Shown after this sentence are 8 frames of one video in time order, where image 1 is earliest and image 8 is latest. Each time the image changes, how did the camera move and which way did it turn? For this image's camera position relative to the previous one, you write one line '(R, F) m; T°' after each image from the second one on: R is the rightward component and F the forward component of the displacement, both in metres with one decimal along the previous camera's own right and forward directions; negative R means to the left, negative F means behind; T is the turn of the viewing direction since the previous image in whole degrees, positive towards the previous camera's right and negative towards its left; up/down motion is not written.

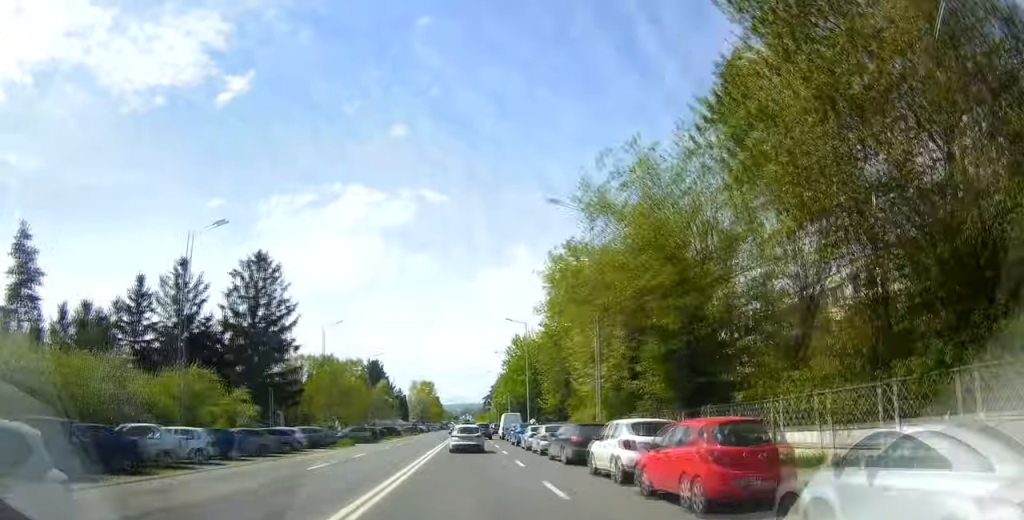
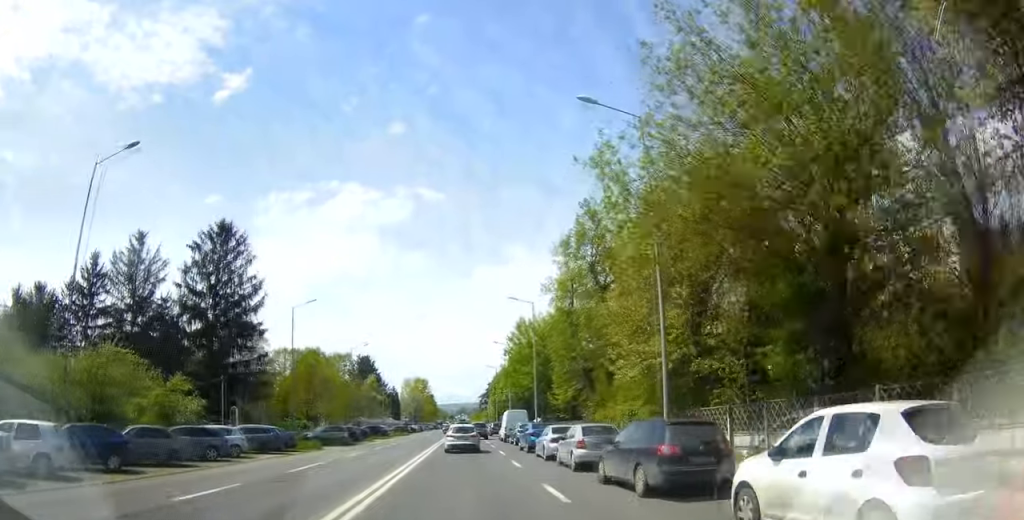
(0.0, +9.7) m; 0°
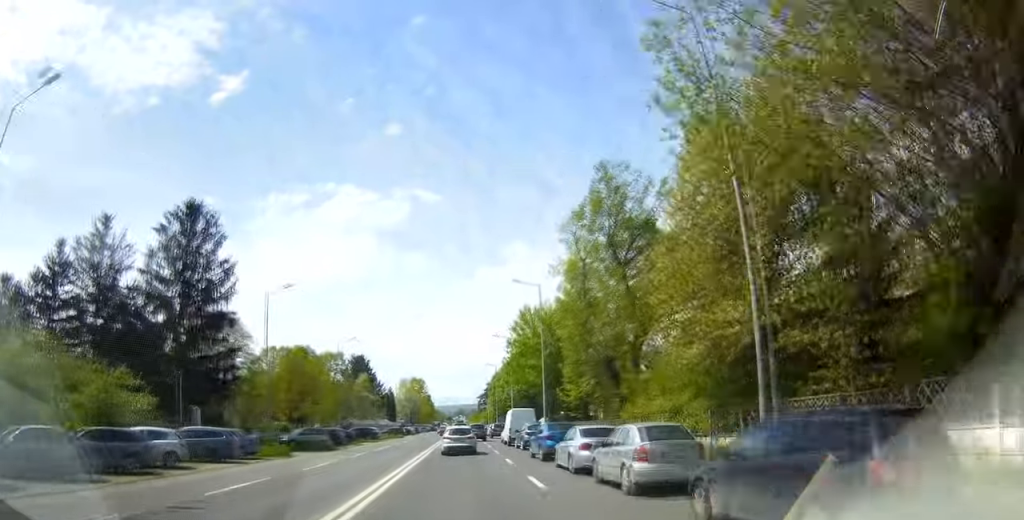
(0.0, +6.5) m; -1°
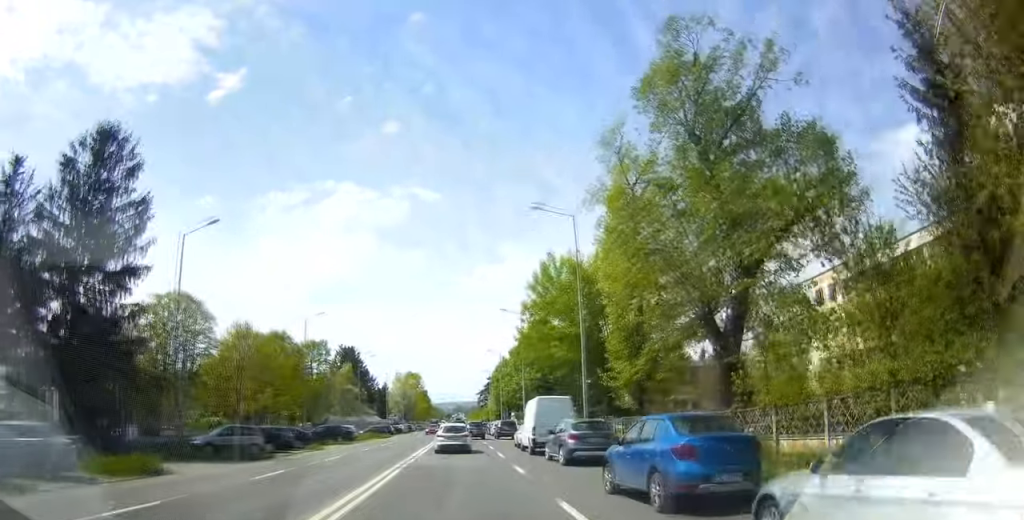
(-0.2, +14.5) m; -1°
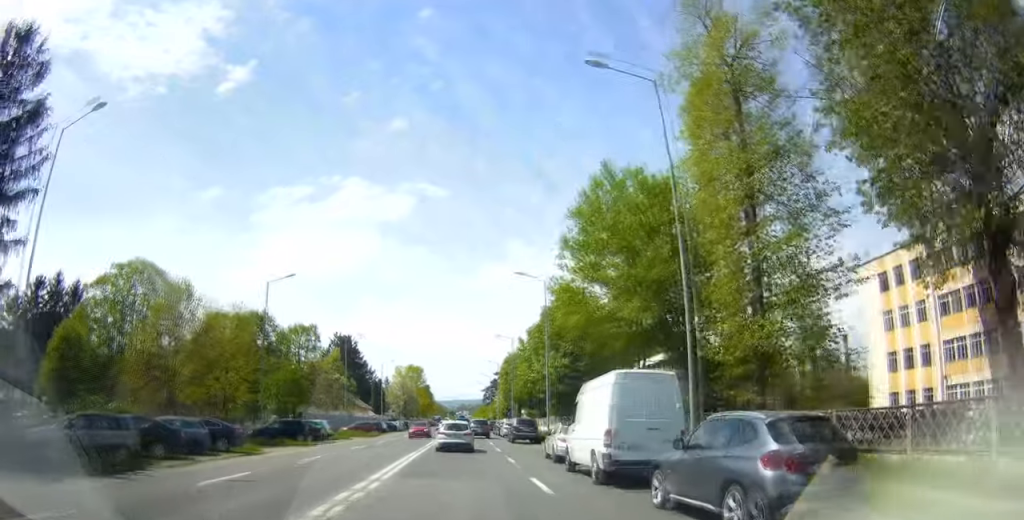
(+0.1, +12.8) m; +1°
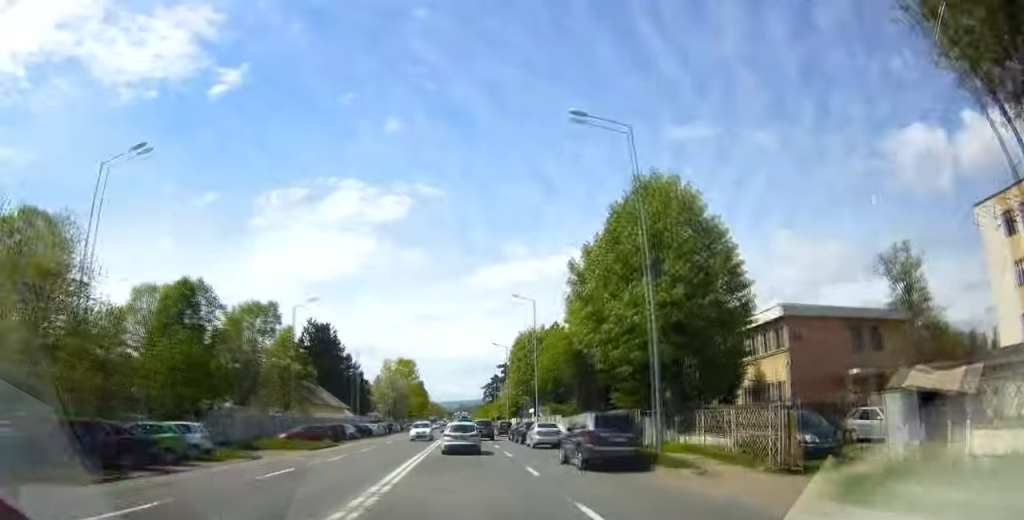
(+0.1, +22.8) m; -1°
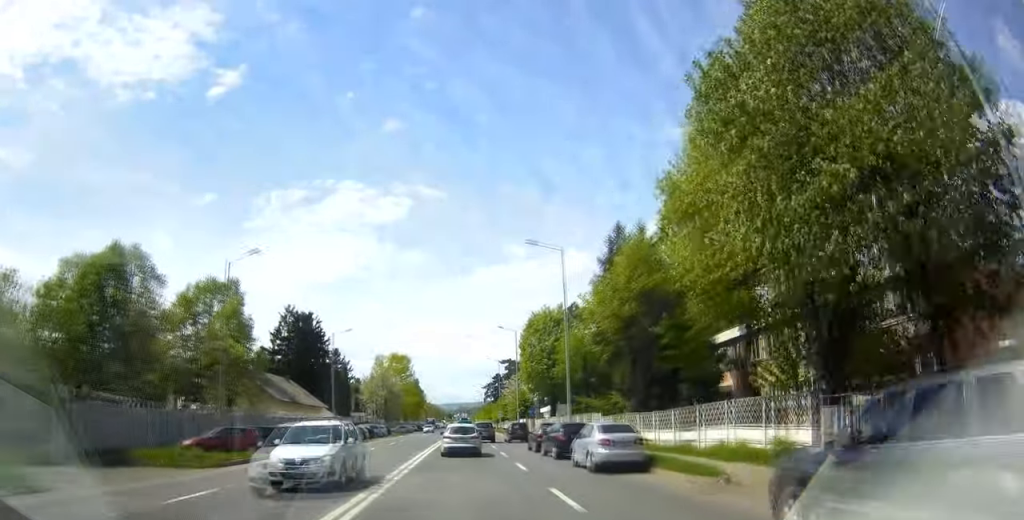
(-0.3, +15.3) m; 0°
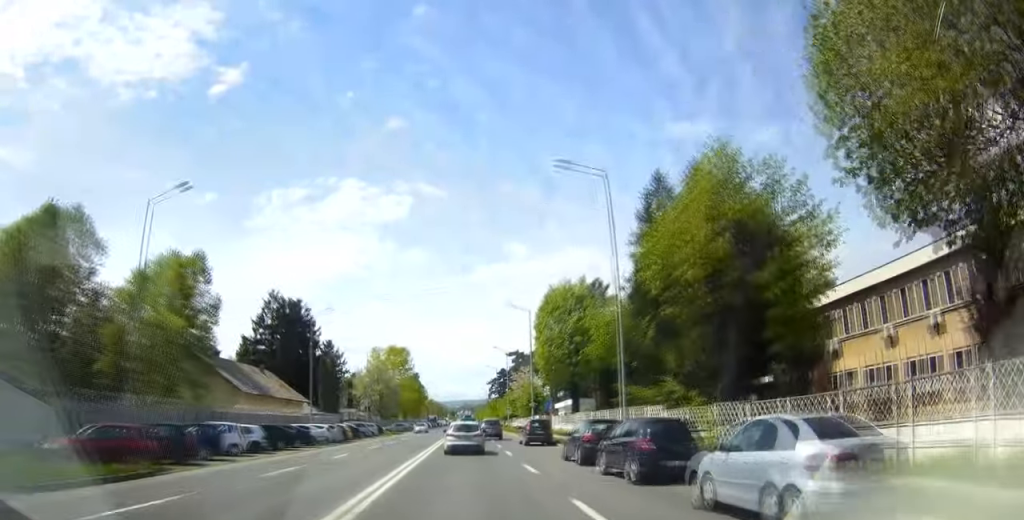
(+0.2, +10.9) m; +1°
